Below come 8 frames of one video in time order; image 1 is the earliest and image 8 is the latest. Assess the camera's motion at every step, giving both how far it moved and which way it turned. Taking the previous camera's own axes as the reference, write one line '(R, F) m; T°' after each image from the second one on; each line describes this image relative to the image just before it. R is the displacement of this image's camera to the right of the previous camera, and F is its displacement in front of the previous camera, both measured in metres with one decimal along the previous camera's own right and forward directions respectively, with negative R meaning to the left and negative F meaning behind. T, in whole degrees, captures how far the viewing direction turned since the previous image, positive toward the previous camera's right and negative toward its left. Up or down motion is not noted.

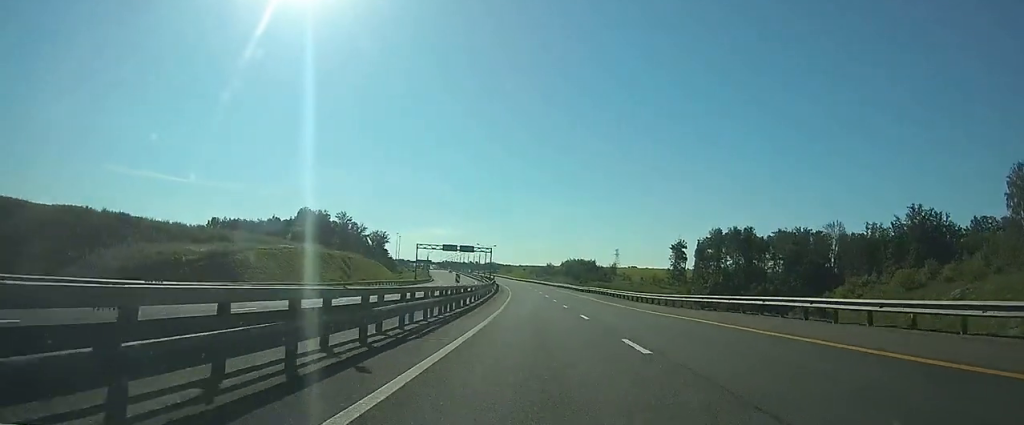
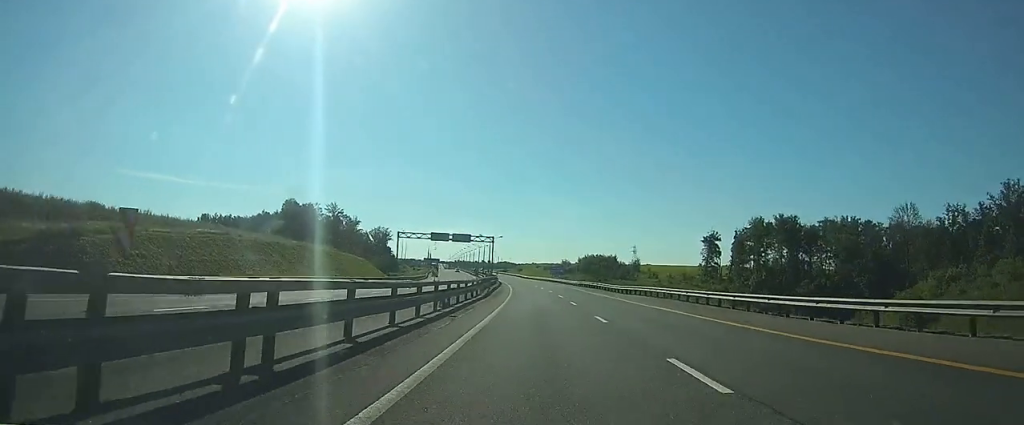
(-0.5, +27.9) m; -2°
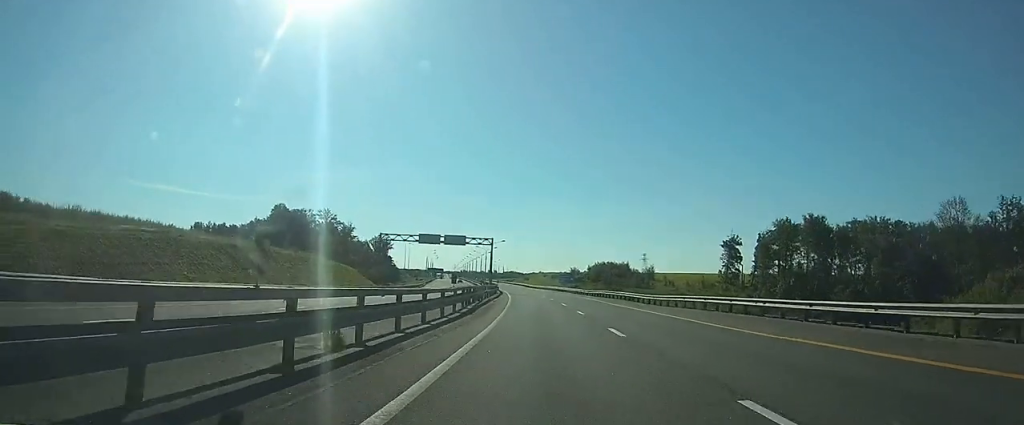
(-0.2, +15.0) m; -1°
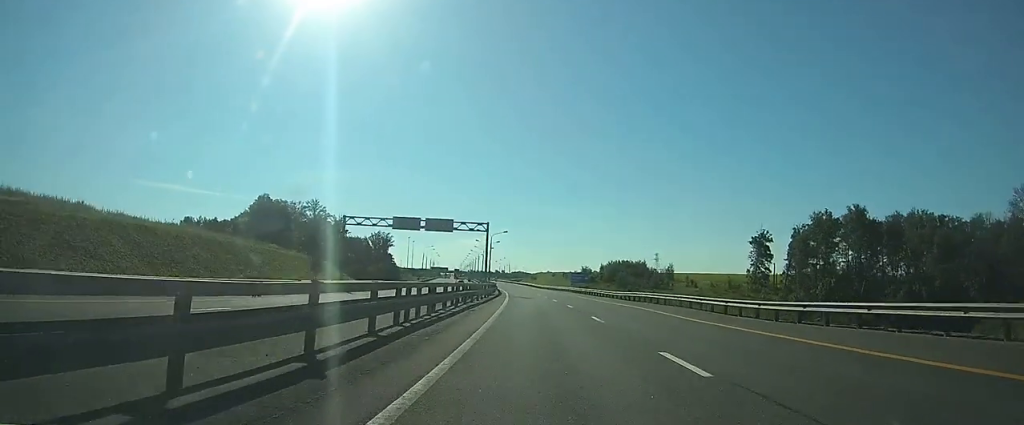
(-0.2, +19.3) m; -1°
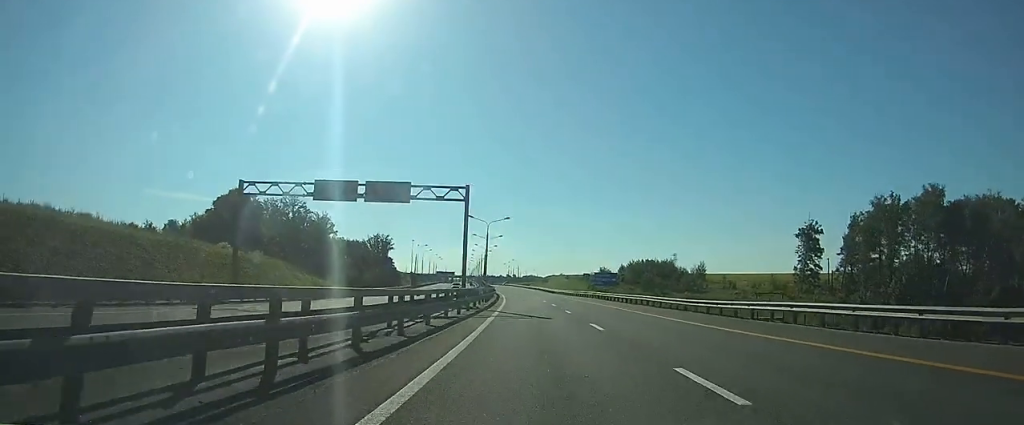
(-0.2, +25.7) m; -1°
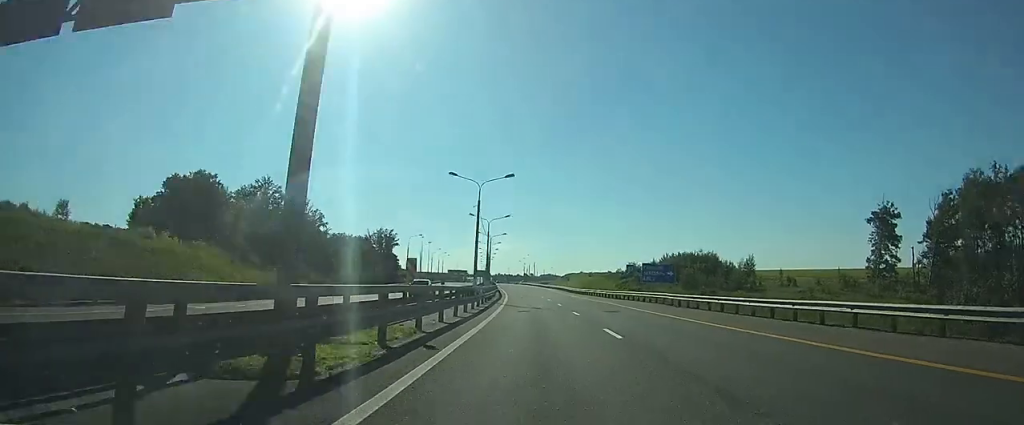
(-0.3, +27.8) m; -1°
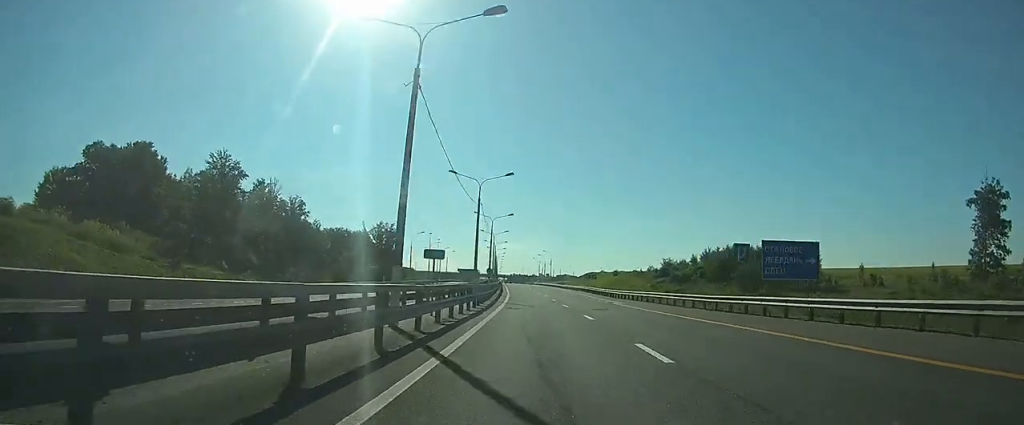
(0.0, +28.8) m; -1°
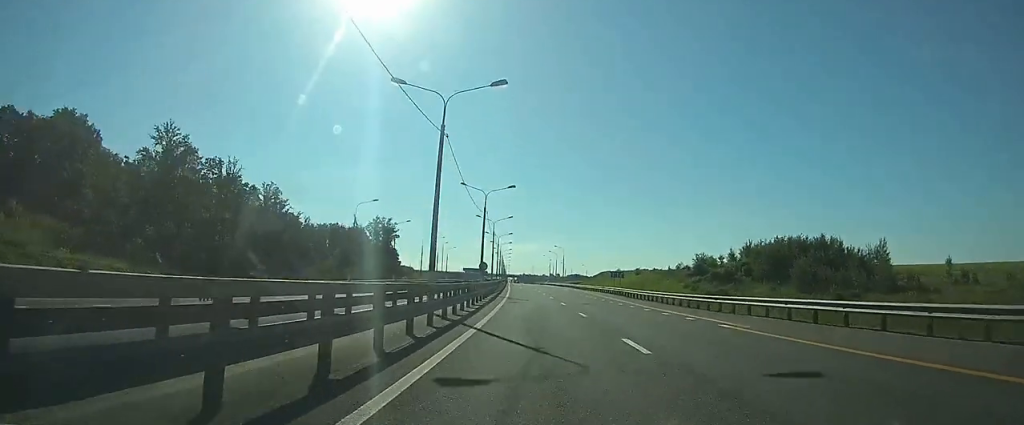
(-0.4, +22.3) m; -1°
